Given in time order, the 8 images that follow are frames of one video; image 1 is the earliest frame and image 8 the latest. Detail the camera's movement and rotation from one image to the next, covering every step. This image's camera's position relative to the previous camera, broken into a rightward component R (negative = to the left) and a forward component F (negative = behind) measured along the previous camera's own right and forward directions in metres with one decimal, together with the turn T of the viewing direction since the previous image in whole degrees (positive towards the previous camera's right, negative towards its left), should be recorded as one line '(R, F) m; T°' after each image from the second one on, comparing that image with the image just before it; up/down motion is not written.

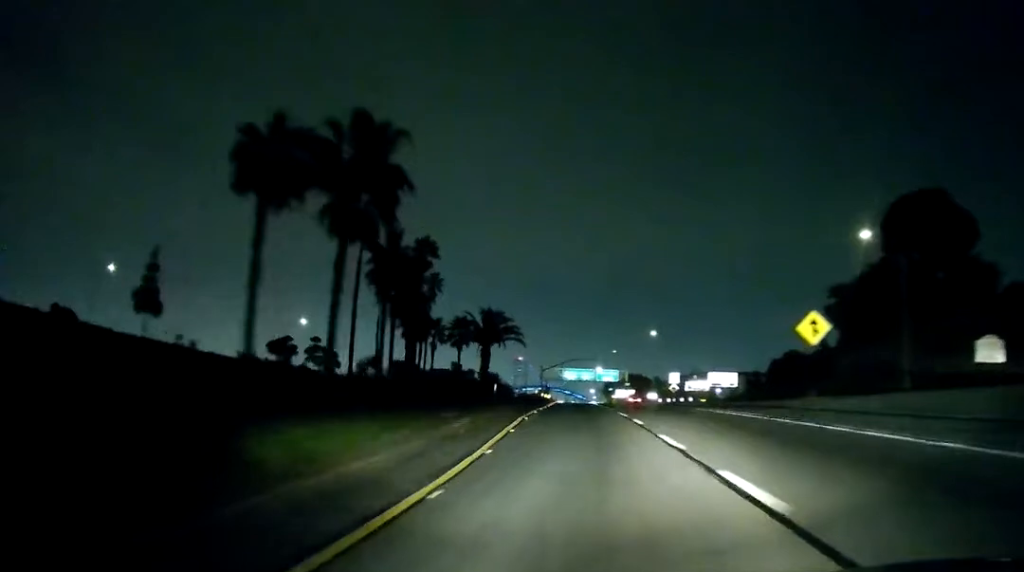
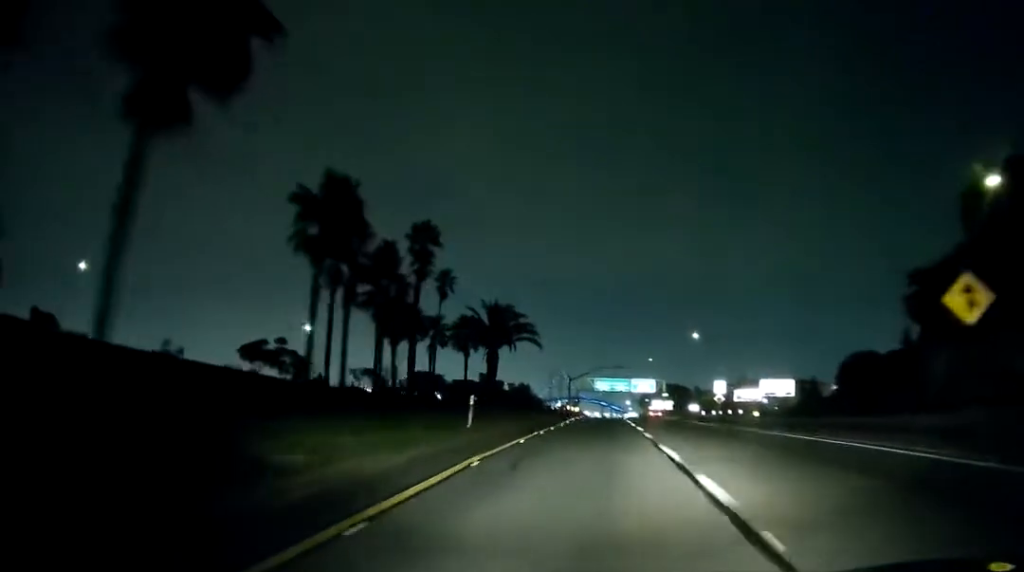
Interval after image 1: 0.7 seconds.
(-0.6, +15.0) m; -2°
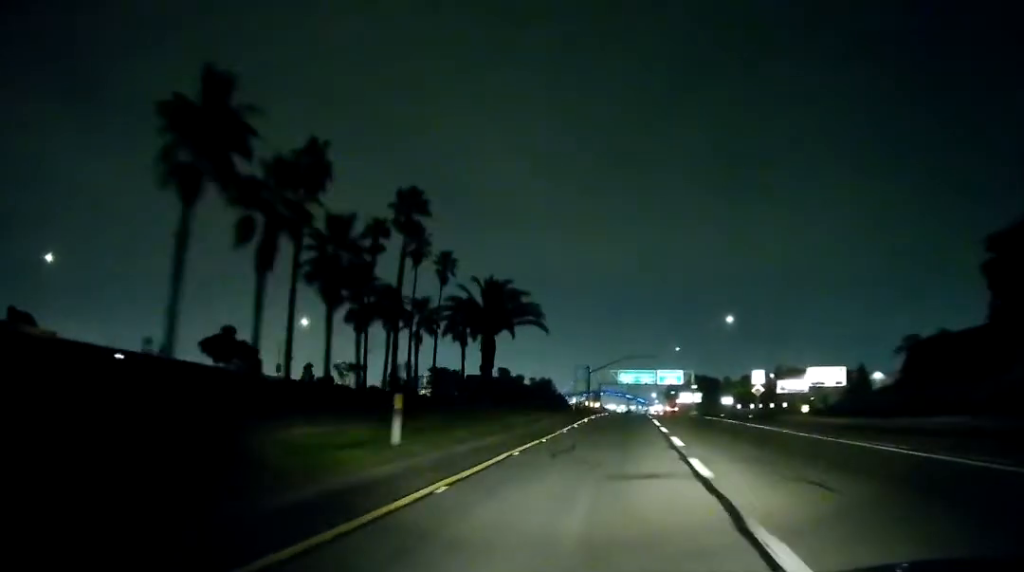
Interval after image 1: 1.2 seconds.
(-0.2, +11.5) m; -1°
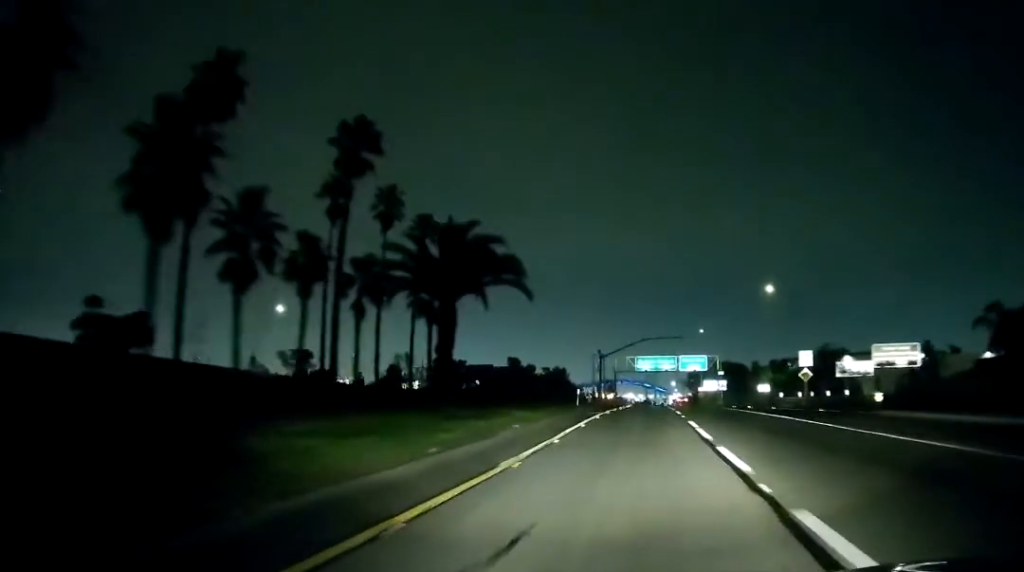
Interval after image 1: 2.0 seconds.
(+0.1, +16.3) m; -1°
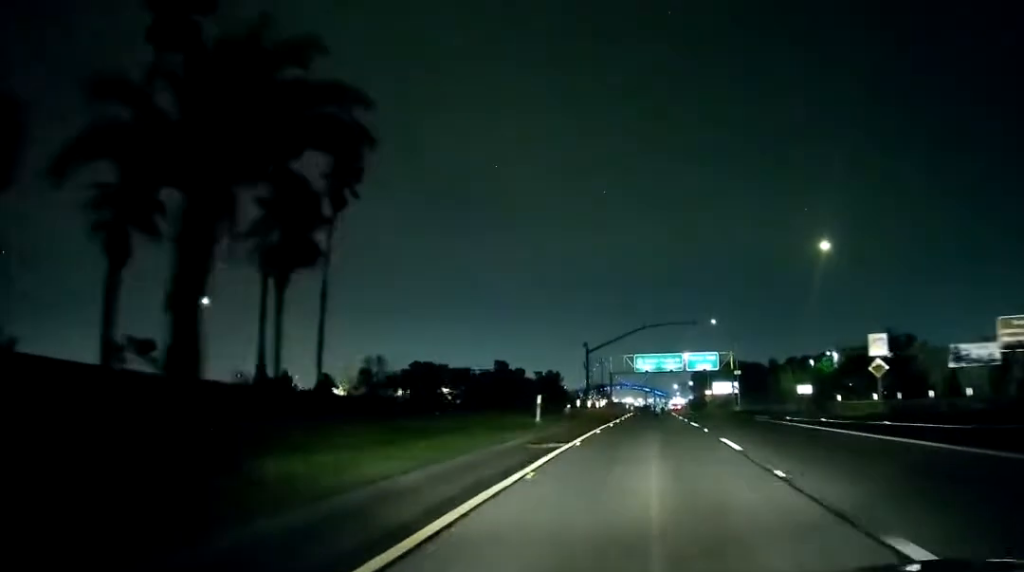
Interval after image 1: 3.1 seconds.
(-0.5, +21.9) m; 0°
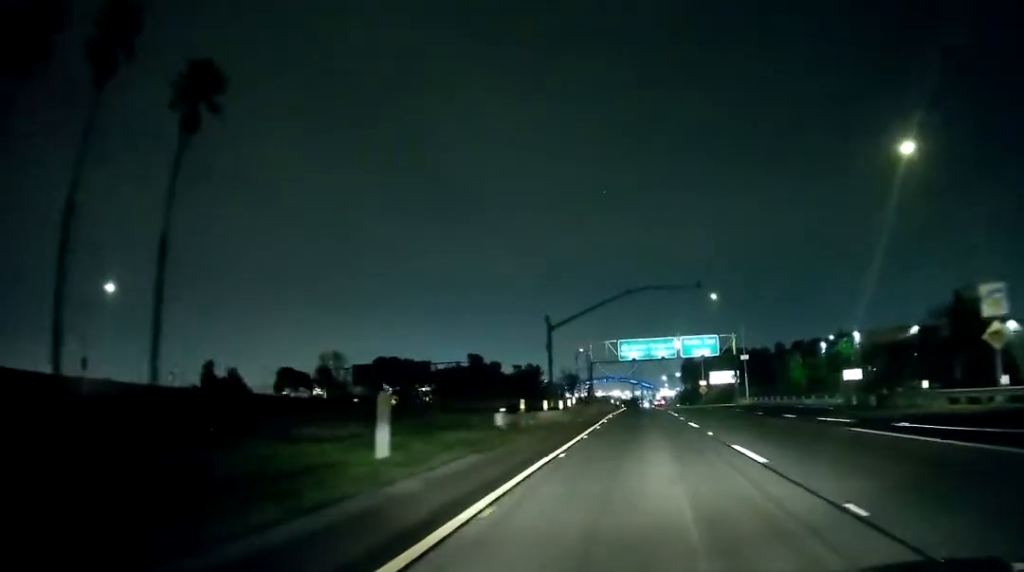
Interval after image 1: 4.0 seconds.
(+0.3, +18.7) m; +2°
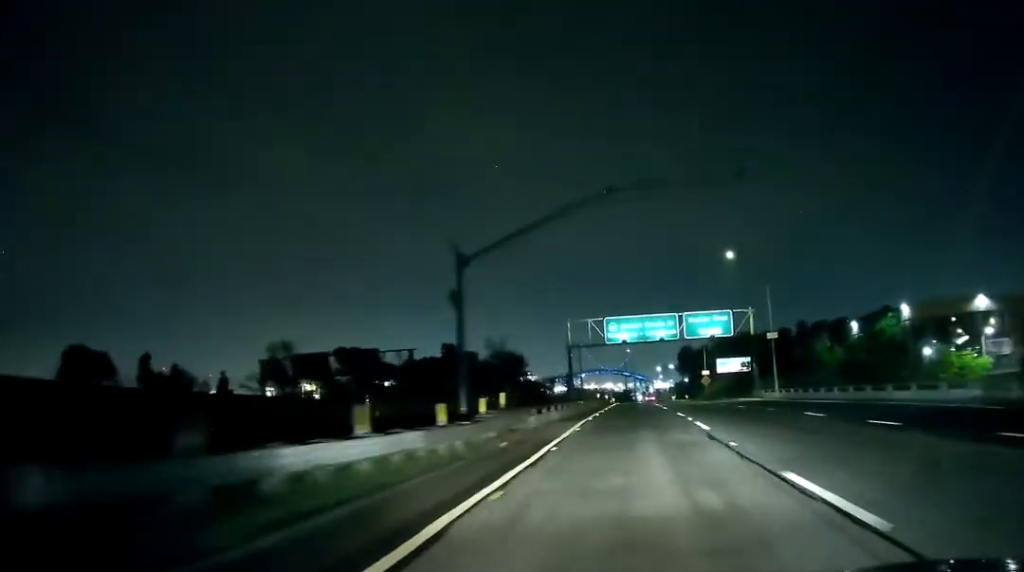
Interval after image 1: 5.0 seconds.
(+0.3, +20.6) m; +1°
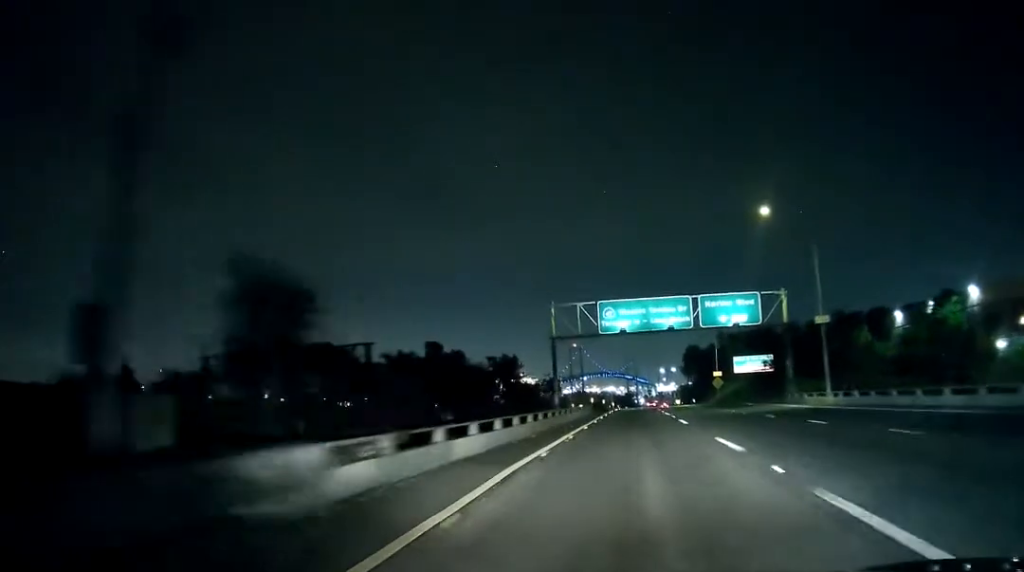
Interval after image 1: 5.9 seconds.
(+0.1, +16.6) m; +1°
